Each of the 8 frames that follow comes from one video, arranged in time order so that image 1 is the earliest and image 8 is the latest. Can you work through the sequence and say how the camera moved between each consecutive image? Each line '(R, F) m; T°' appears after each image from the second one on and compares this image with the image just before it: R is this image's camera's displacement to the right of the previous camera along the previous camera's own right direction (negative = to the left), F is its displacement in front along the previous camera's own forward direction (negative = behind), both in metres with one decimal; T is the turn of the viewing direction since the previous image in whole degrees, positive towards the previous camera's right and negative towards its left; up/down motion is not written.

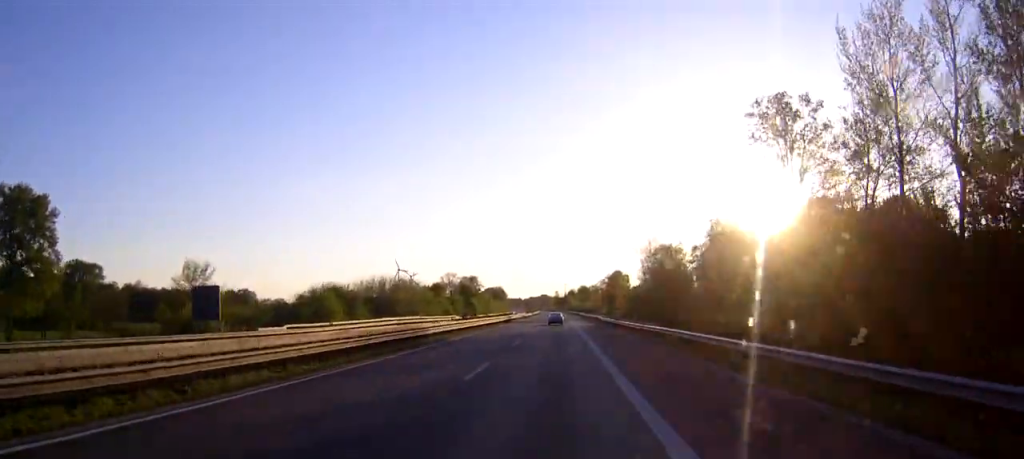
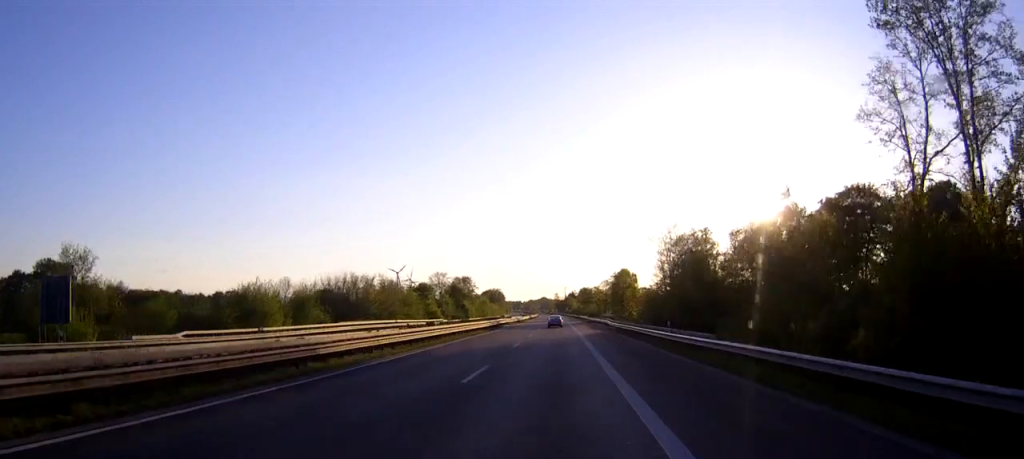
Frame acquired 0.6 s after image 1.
(-0.1, +18.2) m; 0°
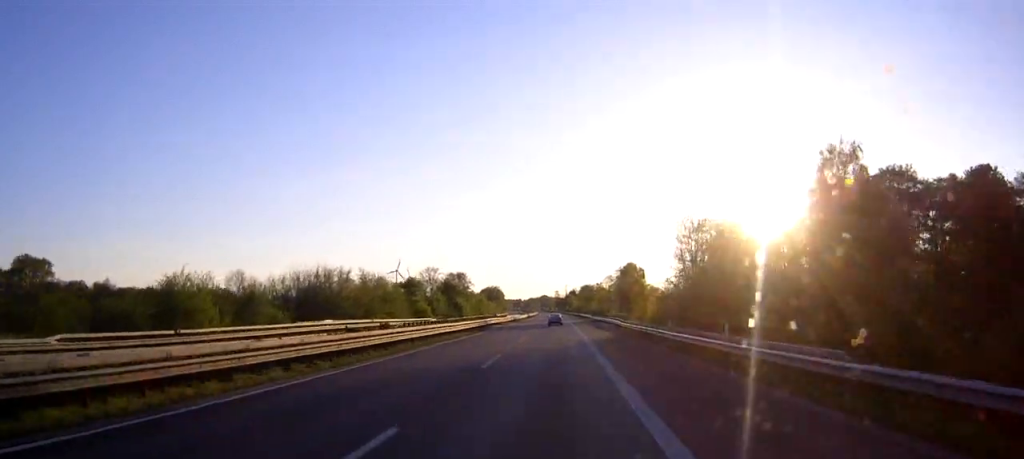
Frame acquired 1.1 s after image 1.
(+0.2, +13.3) m; 0°
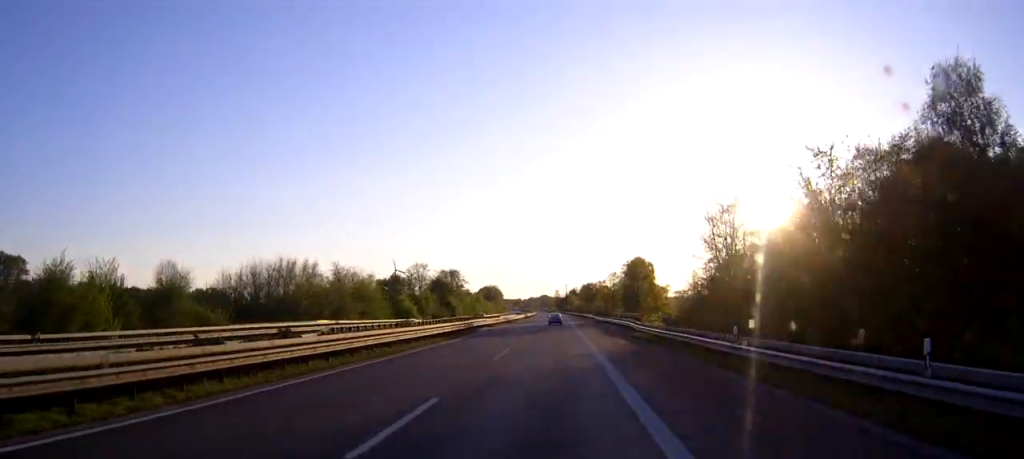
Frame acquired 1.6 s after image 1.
(+0.1, +14.3) m; 0°
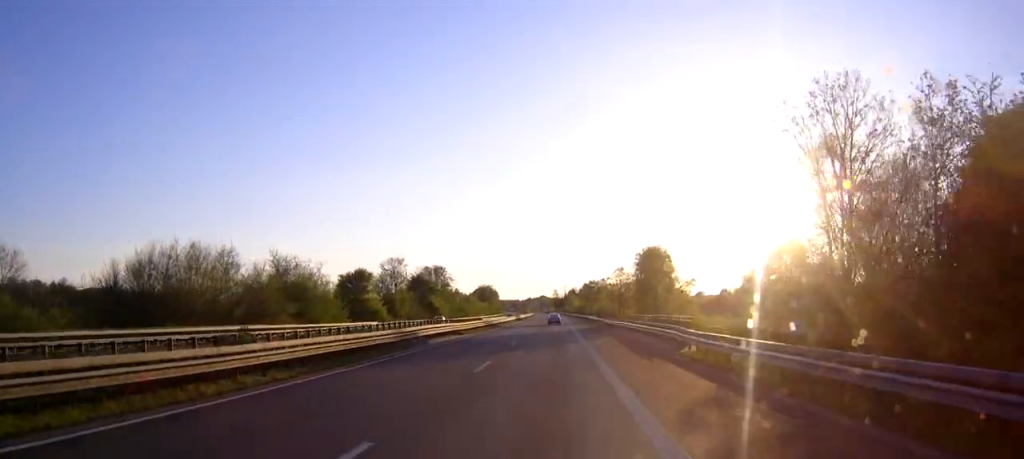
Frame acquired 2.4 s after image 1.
(-0.1, +22.8) m; 0°
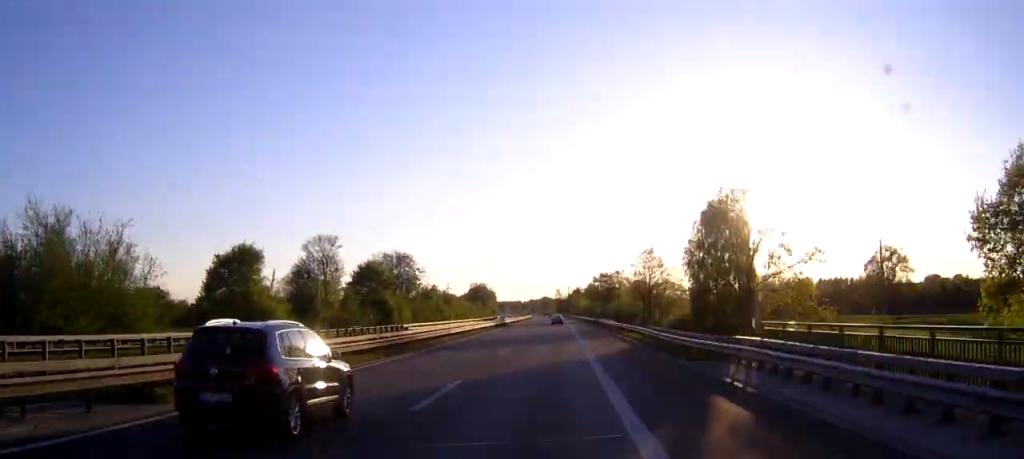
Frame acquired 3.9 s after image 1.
(-0.2, +43.4) m; -1°
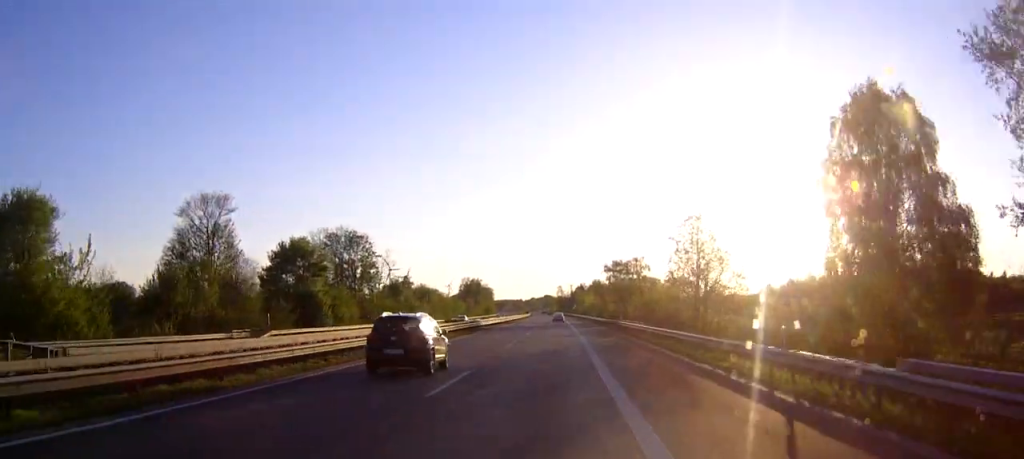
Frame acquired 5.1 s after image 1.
(-0.1, +33.7) m; 0°
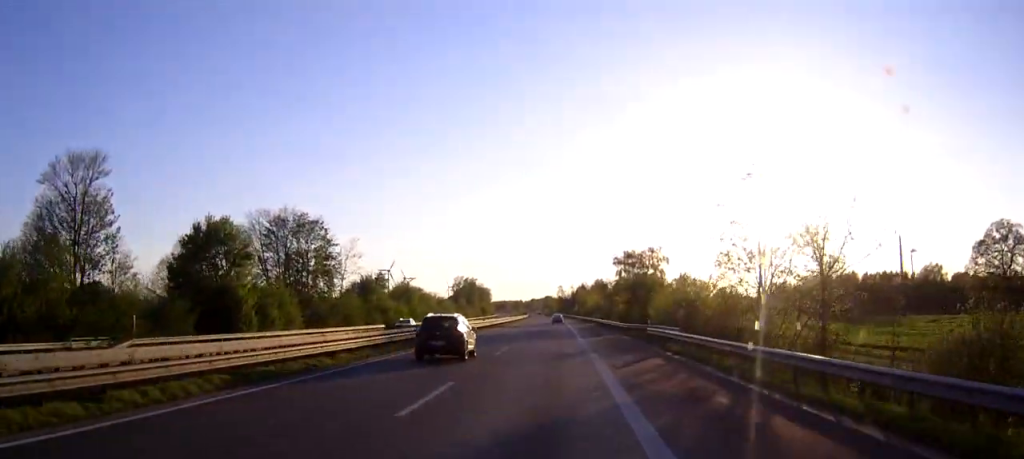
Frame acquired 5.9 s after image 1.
(0.0, +20.3) m; -1°
